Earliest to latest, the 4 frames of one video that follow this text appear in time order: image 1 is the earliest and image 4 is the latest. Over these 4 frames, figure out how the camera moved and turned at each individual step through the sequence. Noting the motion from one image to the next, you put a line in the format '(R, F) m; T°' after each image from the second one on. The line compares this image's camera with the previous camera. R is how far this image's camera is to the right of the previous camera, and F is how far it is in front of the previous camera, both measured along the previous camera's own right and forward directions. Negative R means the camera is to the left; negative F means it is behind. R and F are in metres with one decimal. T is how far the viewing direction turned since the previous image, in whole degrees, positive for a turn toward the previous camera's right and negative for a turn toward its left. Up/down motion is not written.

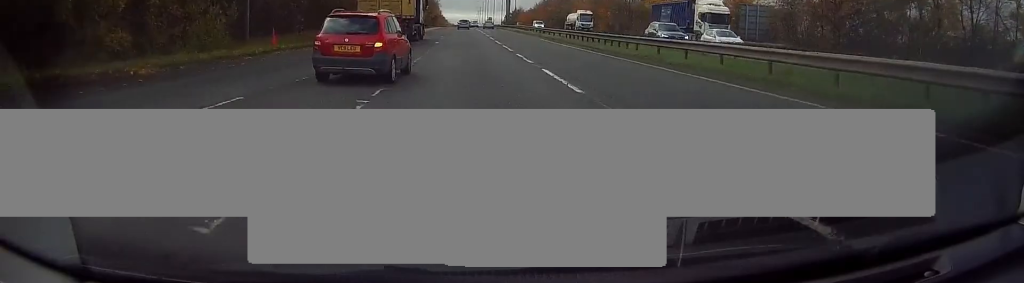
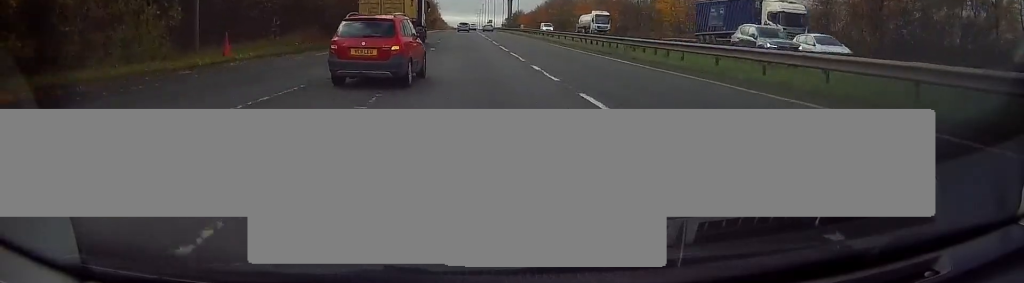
(0.0, +5.9) m; 0°
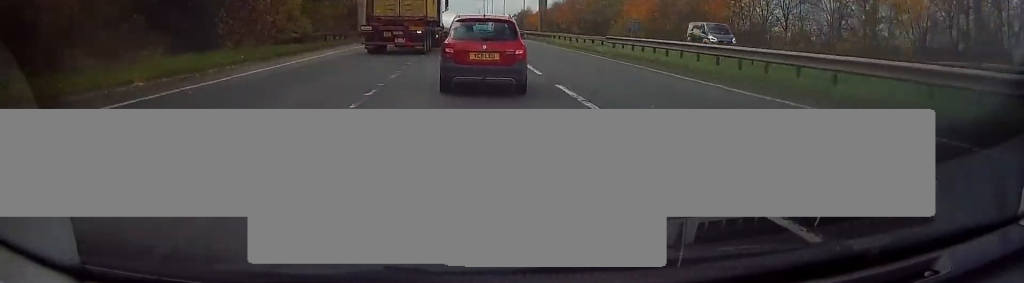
(+0.2, +51.7) m; +1°
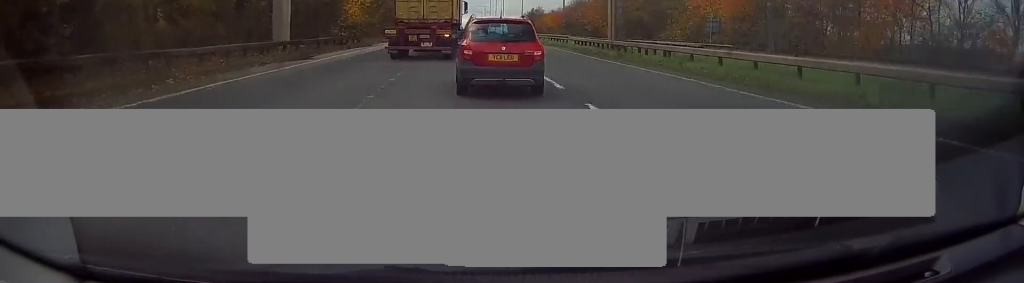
(+0.2, +29.2) m; 0°
